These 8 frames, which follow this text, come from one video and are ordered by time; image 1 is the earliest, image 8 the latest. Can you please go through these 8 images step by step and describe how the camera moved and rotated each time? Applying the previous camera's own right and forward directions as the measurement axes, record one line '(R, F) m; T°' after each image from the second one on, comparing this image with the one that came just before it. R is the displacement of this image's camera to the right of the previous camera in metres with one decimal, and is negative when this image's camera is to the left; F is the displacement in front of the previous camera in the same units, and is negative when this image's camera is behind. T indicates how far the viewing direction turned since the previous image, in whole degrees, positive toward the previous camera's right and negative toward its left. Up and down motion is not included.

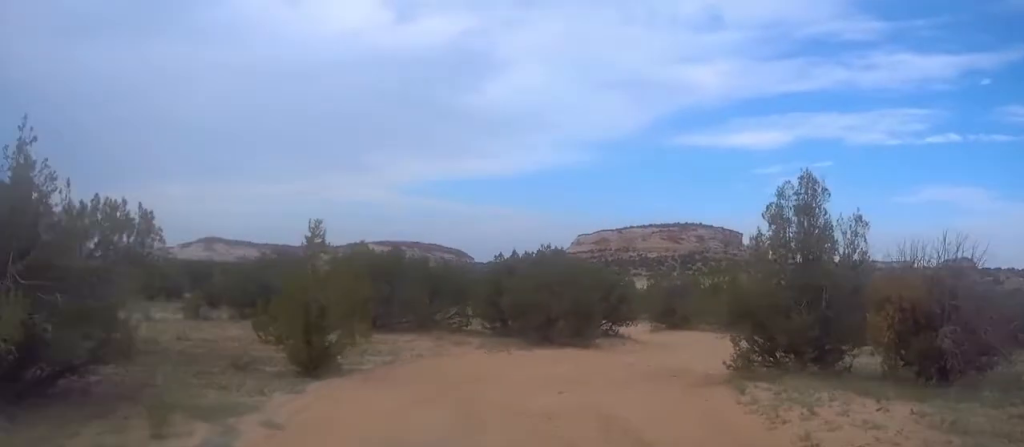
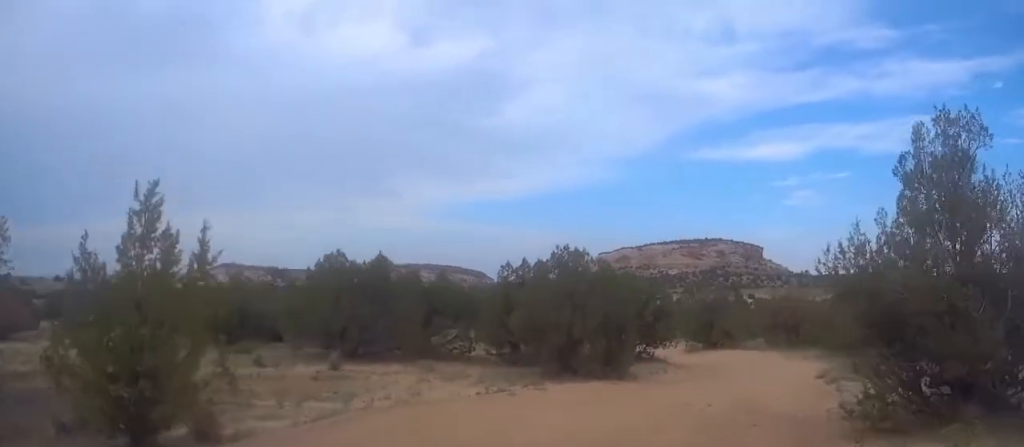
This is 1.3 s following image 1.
(0.0, +5.8) m; +3°
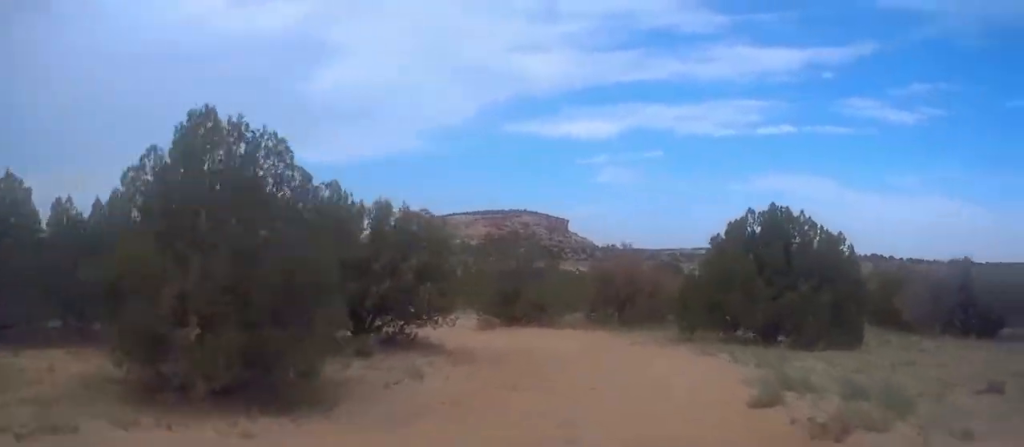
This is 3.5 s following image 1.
(+0.7, +10.5) m; +8°
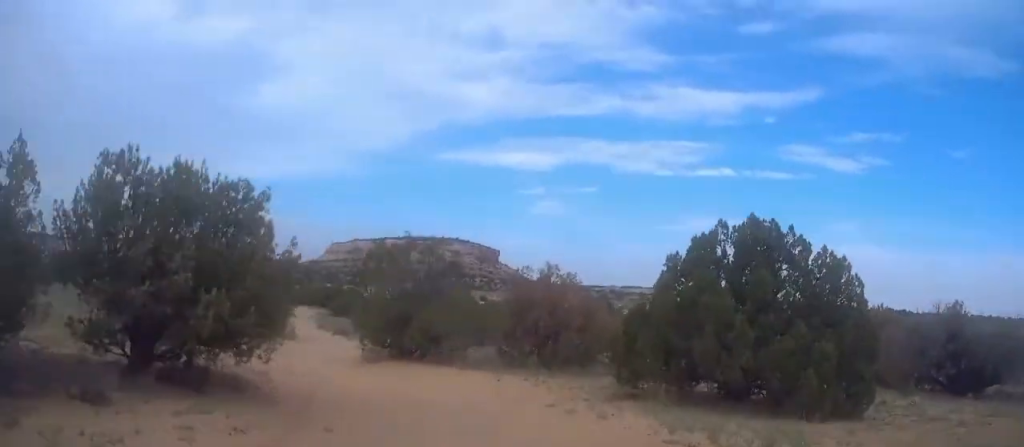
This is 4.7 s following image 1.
(+0.4, +6.2) m; 0°
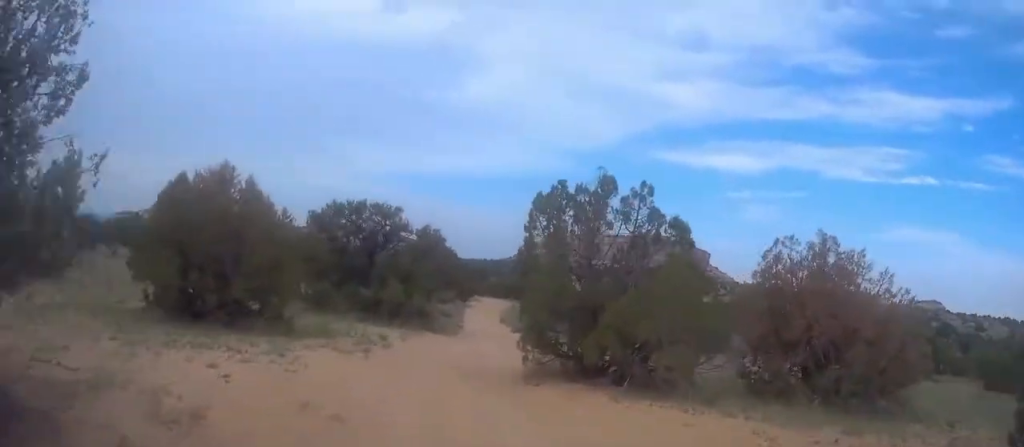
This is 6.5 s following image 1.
(-0.1, +10.0) m; -7°
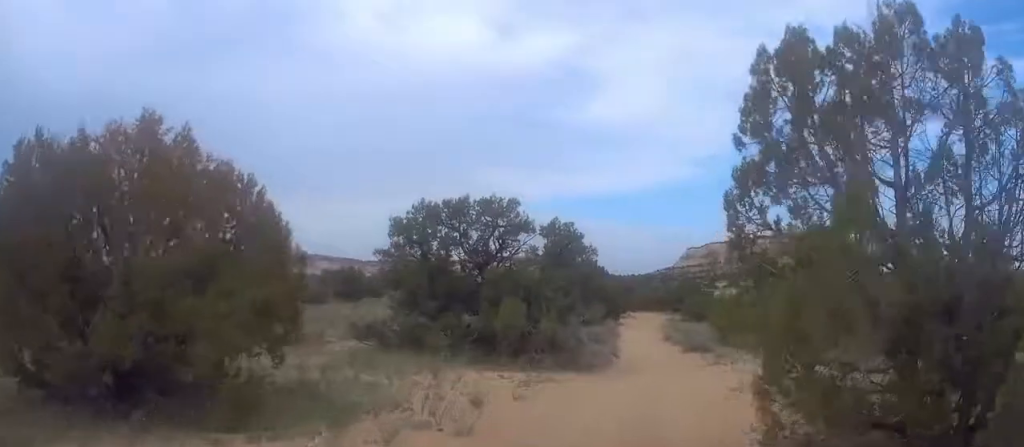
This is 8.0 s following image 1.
(-0.6, +8.8) m; -7°
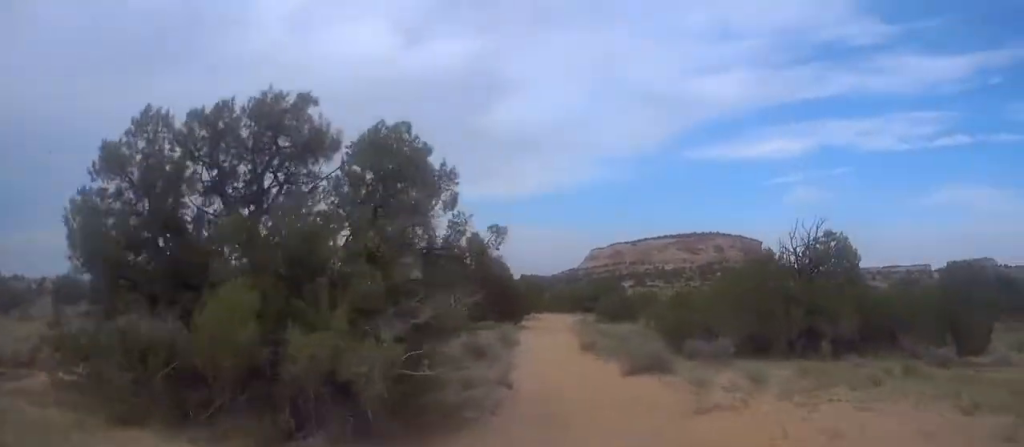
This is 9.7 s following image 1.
(-1.0, +11.0) m; -5°
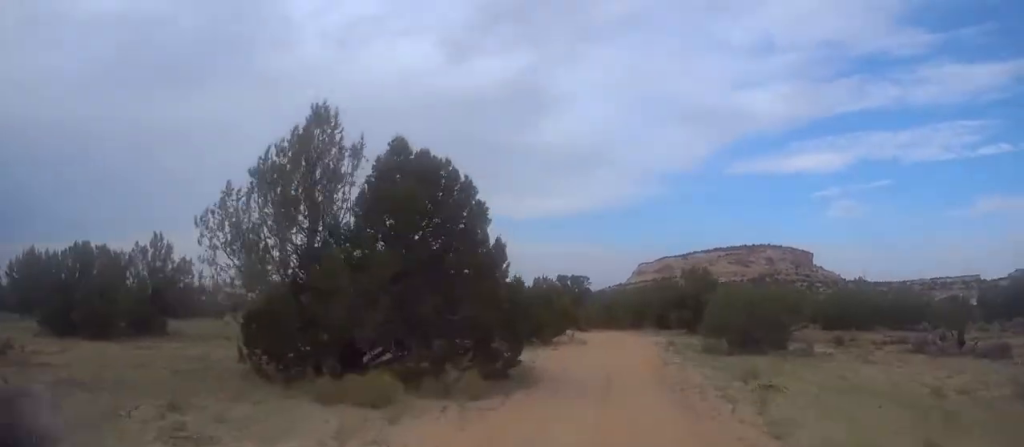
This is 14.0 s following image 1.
(-1.8, +33.3) m; +4°
